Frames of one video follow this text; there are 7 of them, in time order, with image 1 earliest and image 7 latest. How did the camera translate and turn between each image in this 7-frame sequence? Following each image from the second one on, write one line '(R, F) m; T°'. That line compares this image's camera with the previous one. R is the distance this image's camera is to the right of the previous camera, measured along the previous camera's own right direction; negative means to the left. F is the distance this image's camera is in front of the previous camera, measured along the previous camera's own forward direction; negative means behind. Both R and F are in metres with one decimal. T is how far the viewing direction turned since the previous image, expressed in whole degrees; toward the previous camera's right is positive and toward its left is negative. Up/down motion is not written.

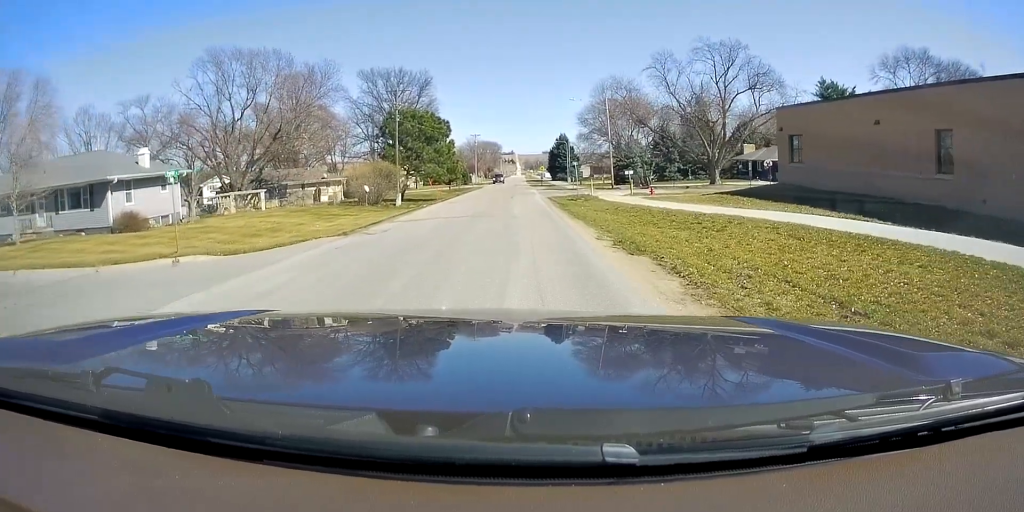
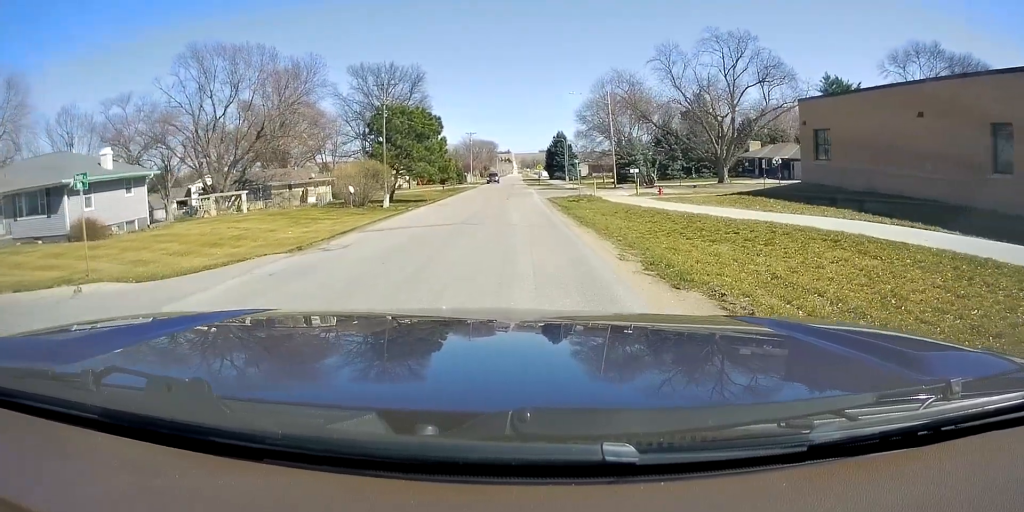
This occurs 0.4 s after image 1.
(0.0, +3.6) m; 0°
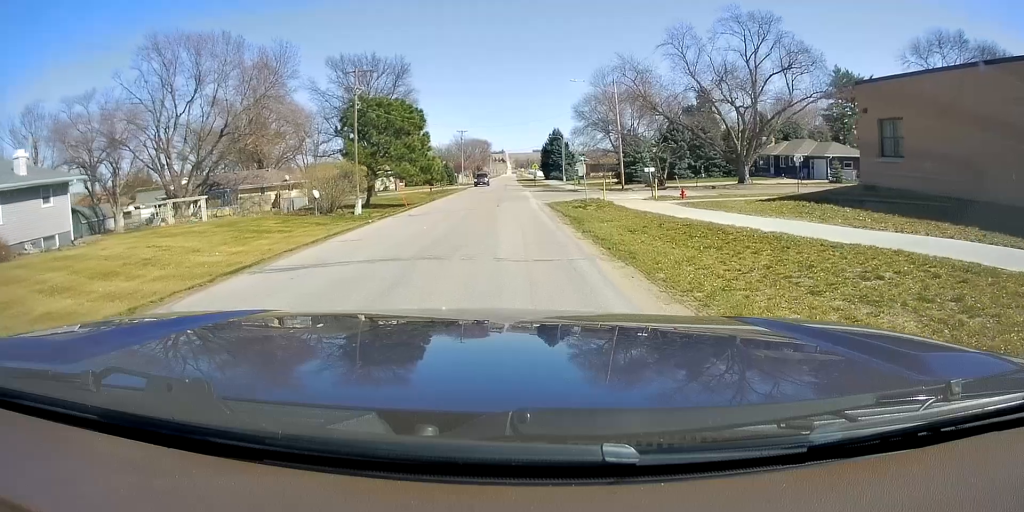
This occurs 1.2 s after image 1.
(0.0, +7.1) m; +1°
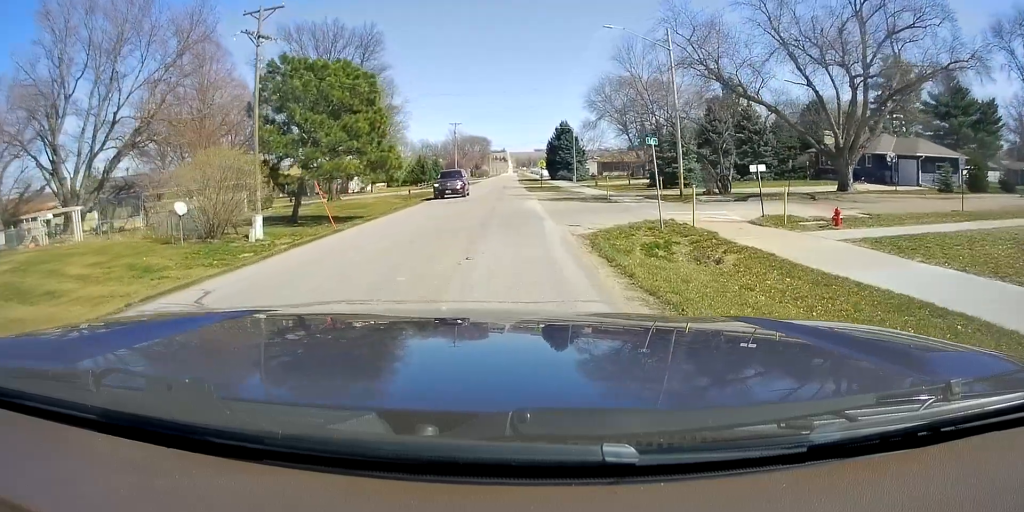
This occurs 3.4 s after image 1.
(+0.8, +16.7) m; +1°
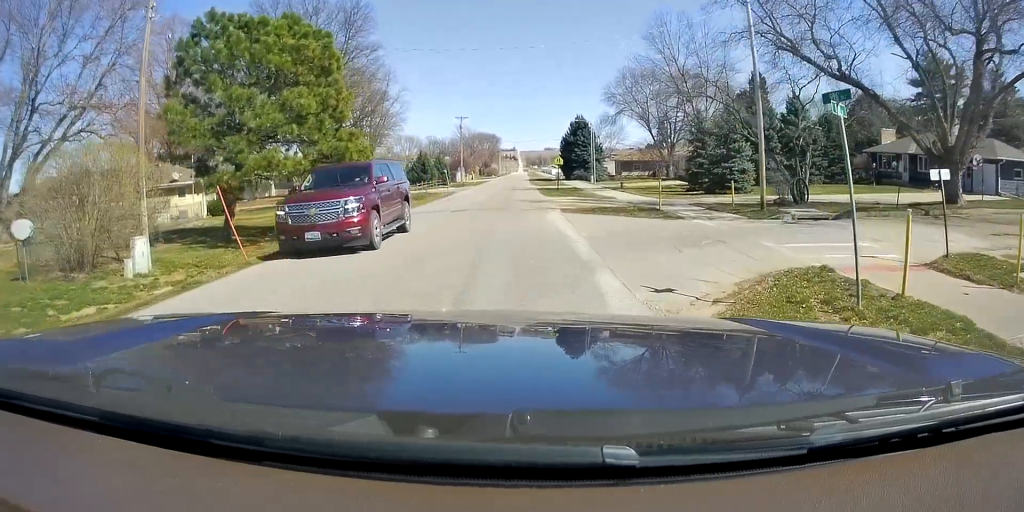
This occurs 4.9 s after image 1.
(-0.4, +9.7) m; -2°
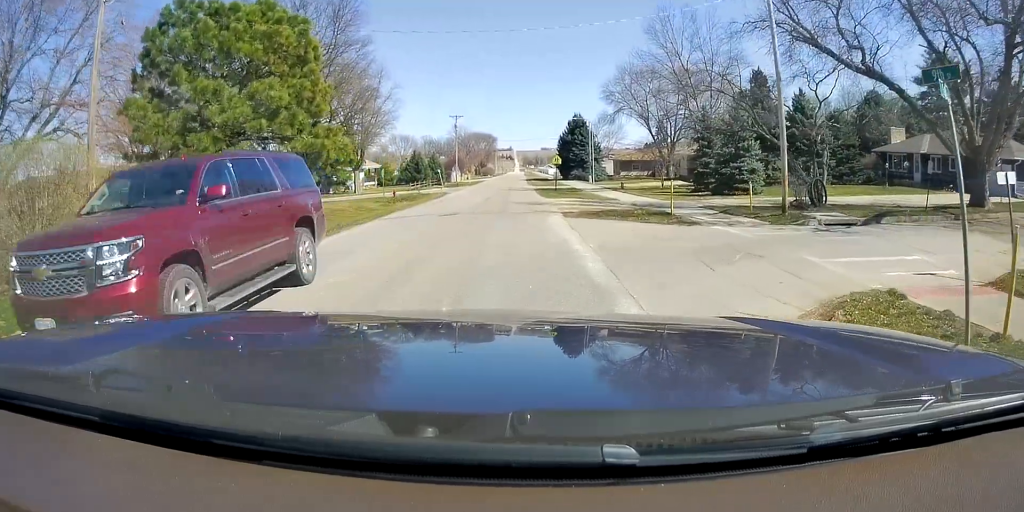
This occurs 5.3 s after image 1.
(0.0, +2.4) m; +2°
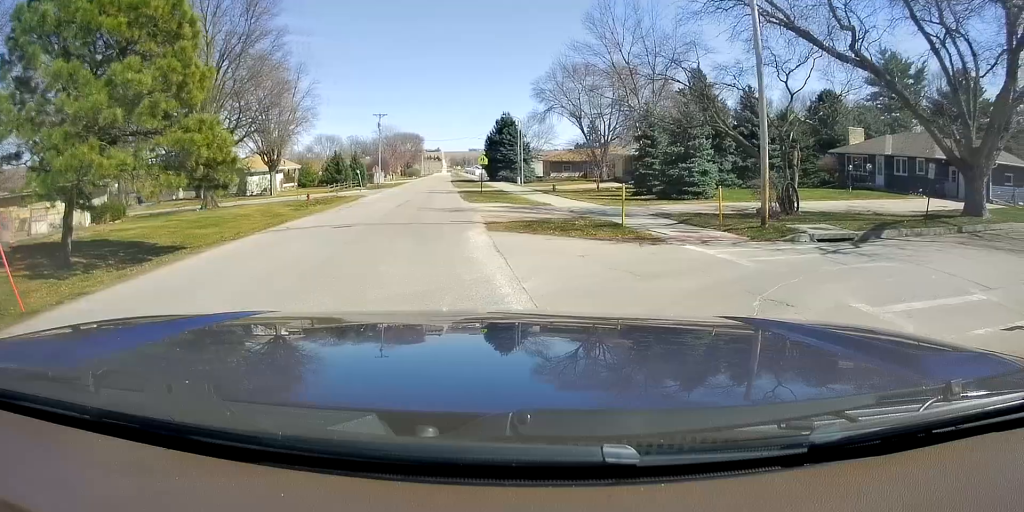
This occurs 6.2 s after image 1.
(+0.1, +4.4) m; +9°
